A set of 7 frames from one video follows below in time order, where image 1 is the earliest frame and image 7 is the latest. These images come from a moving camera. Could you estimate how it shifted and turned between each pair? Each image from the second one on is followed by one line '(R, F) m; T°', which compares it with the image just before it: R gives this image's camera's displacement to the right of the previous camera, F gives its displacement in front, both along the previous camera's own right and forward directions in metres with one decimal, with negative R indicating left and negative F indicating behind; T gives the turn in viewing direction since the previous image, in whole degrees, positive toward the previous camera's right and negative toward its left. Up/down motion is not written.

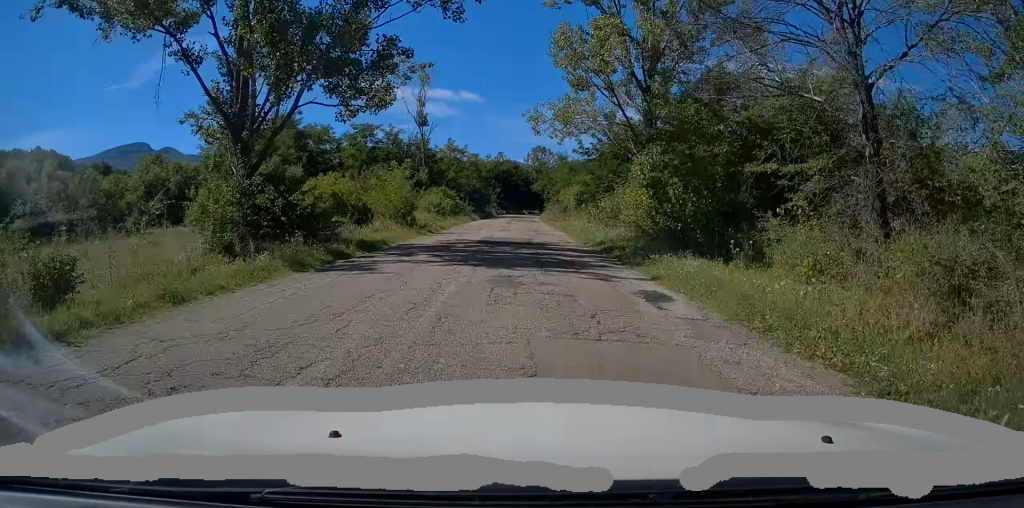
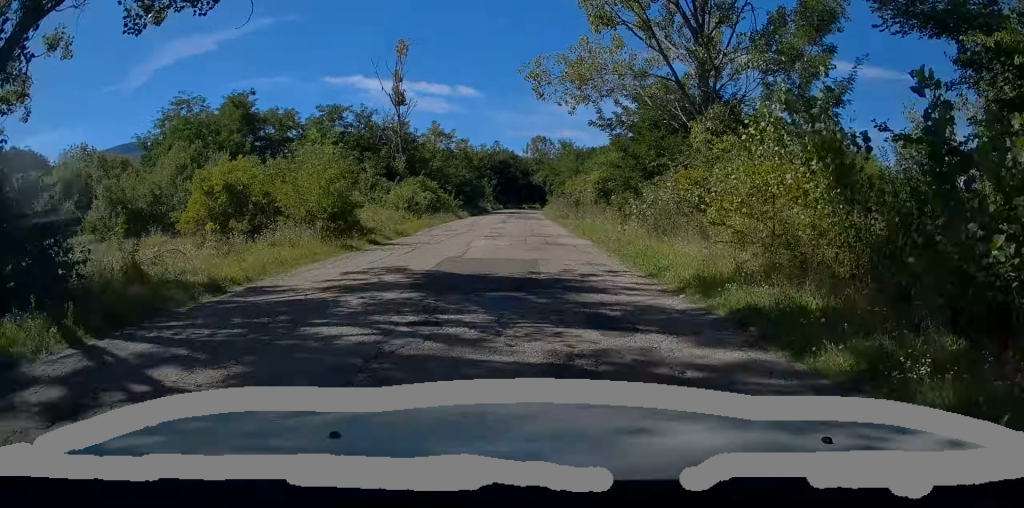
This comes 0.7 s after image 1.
(+0.2, +11.8) m; 0°
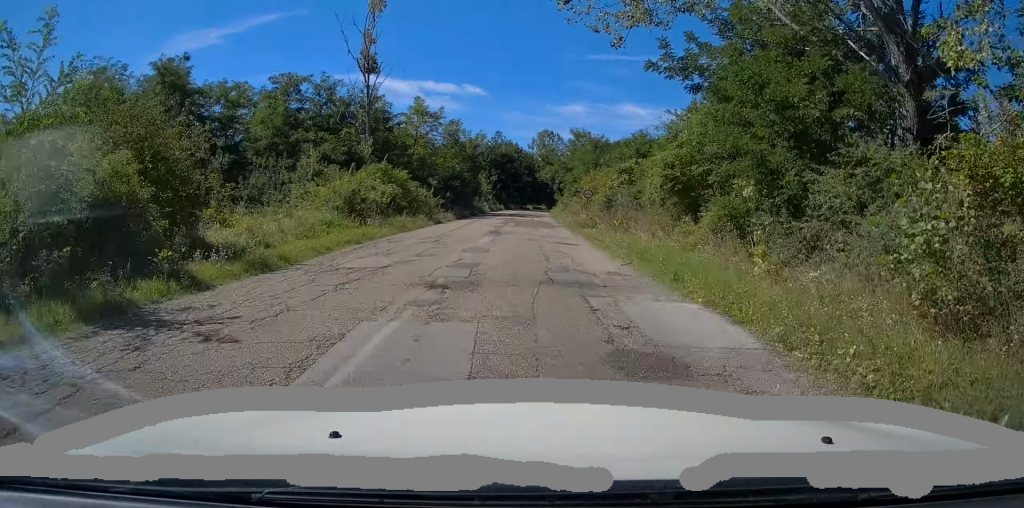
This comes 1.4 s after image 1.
(-0.3, +13.3) m; 0°
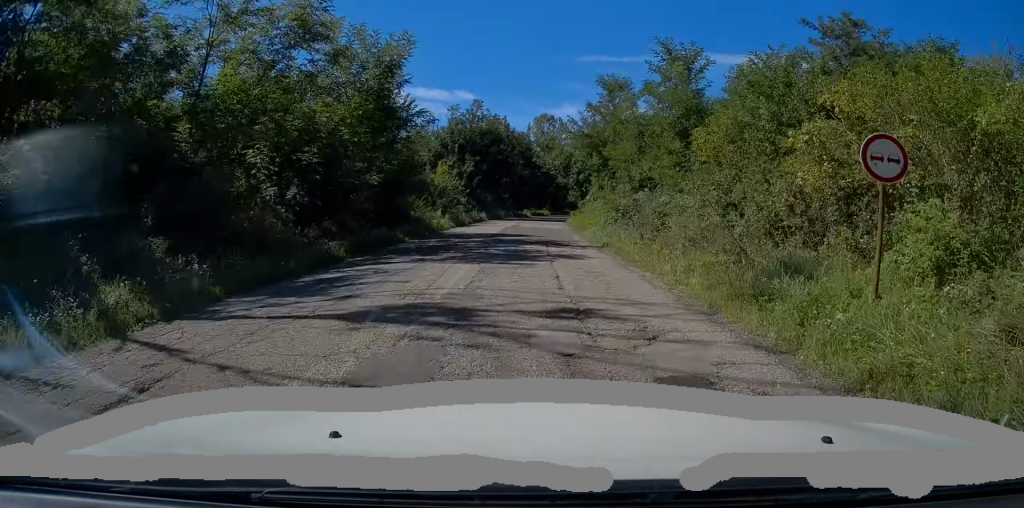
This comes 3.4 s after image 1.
(+0.6, +33.1) m; +1°
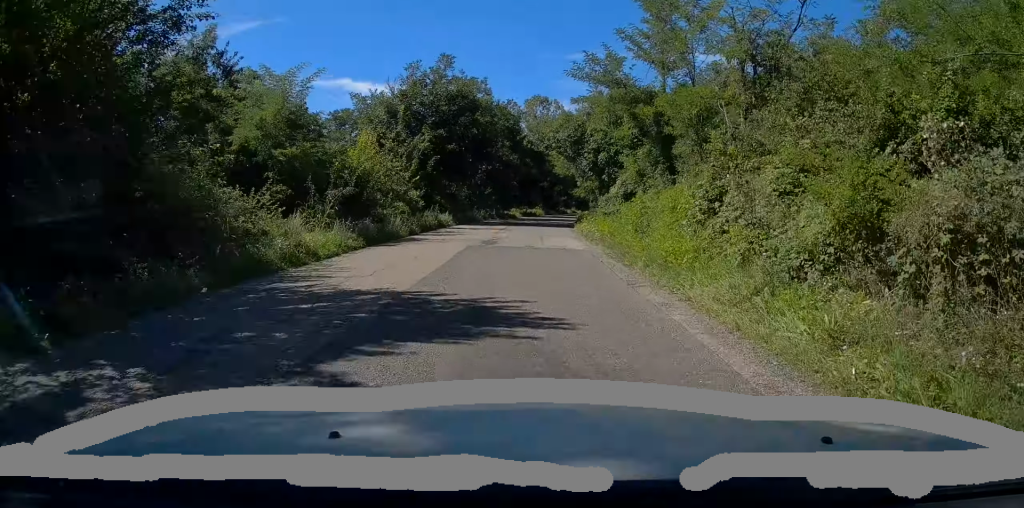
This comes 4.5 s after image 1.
(-0.1, +18.2) m; +1°
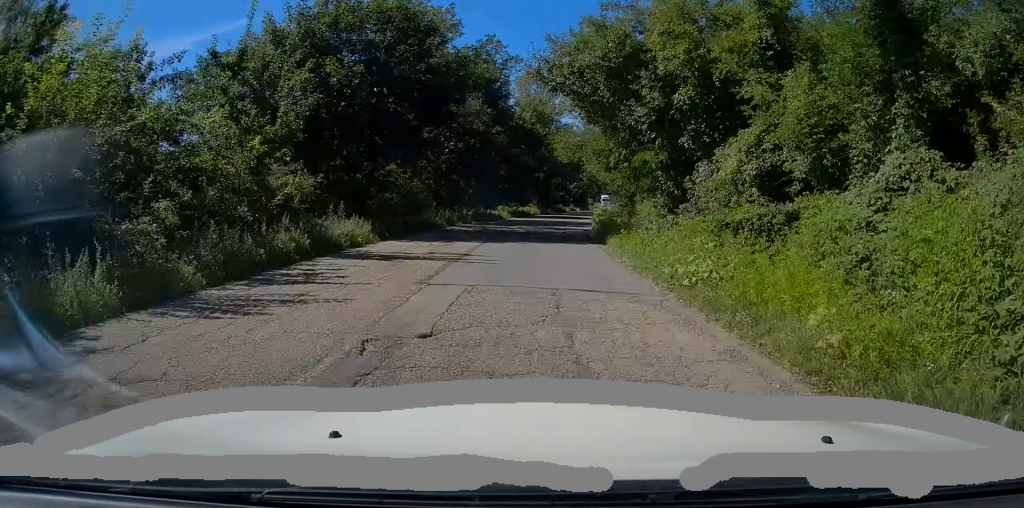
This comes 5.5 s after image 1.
(+0.3, +16.6) m; +1°
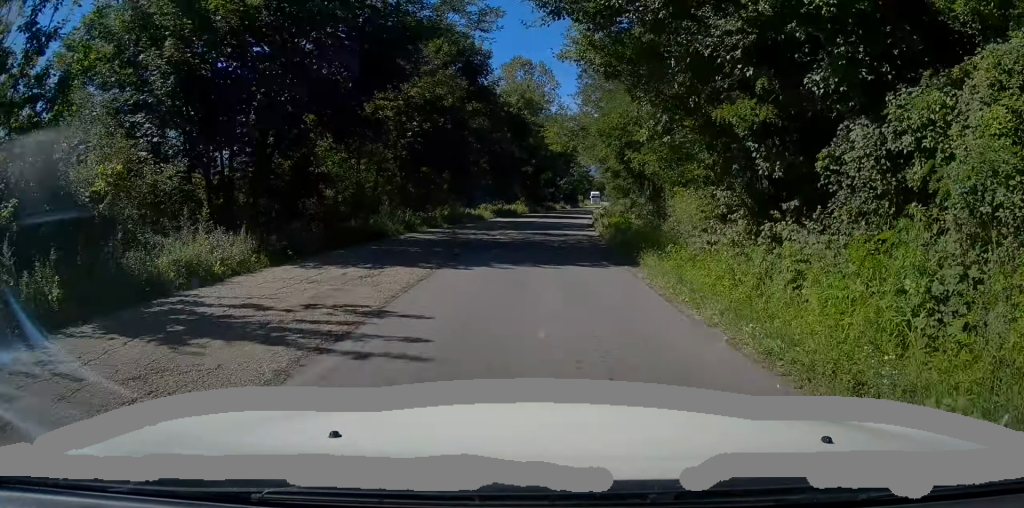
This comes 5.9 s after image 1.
(0.0, +7.2) m; +1°
